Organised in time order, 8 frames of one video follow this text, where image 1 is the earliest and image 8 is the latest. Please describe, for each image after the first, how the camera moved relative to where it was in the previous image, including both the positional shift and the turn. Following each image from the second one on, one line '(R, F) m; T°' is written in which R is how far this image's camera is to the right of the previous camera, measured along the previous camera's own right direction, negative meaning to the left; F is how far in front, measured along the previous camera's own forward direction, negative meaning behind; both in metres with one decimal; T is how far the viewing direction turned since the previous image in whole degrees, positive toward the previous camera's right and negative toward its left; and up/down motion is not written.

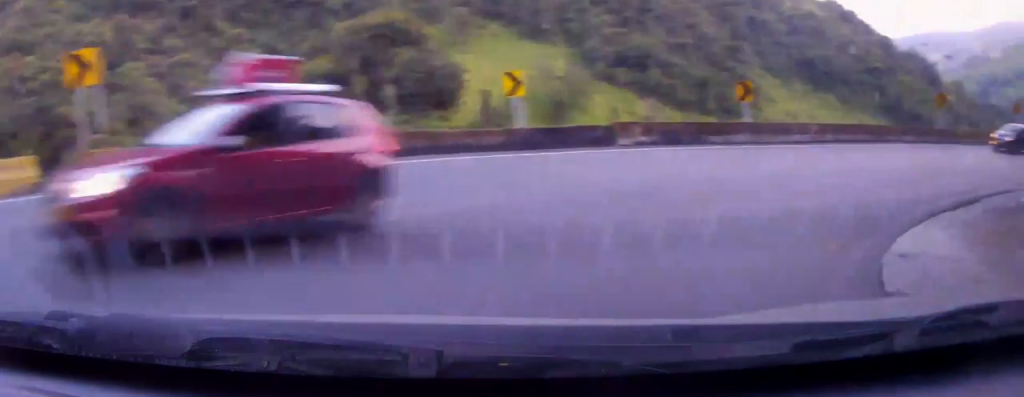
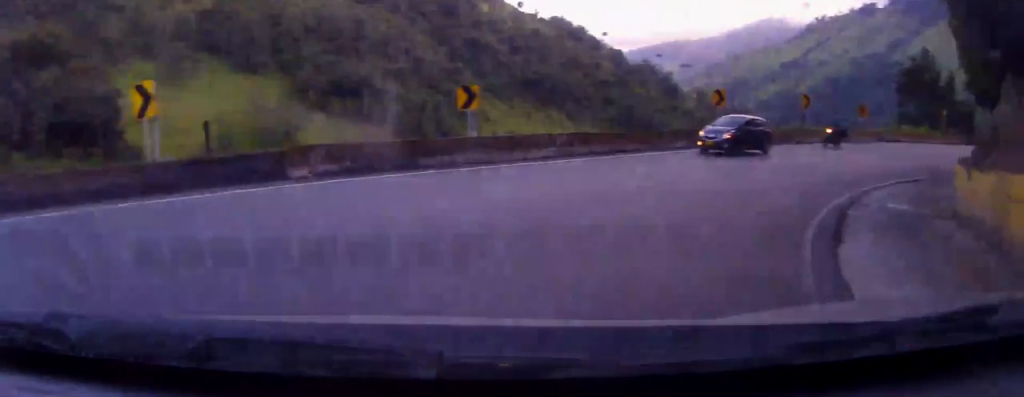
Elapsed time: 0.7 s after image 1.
(+1.0, +5.3) m; +18°
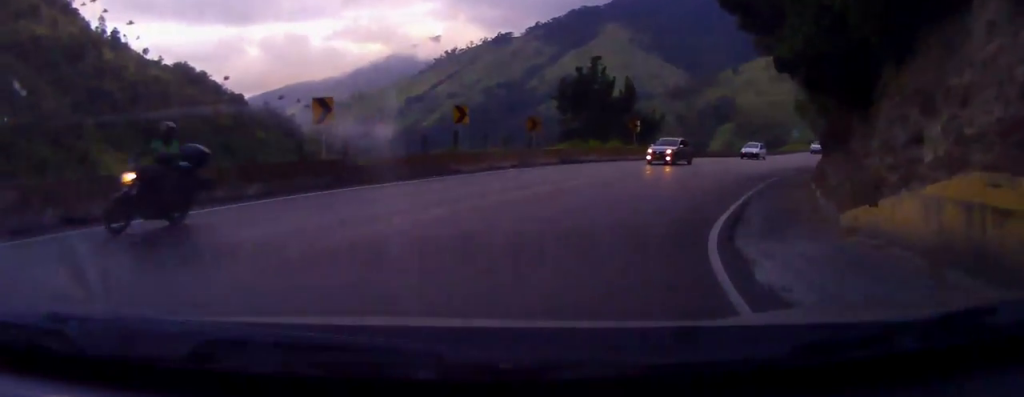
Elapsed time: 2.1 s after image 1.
(+2.7, +11.3) m; +18°
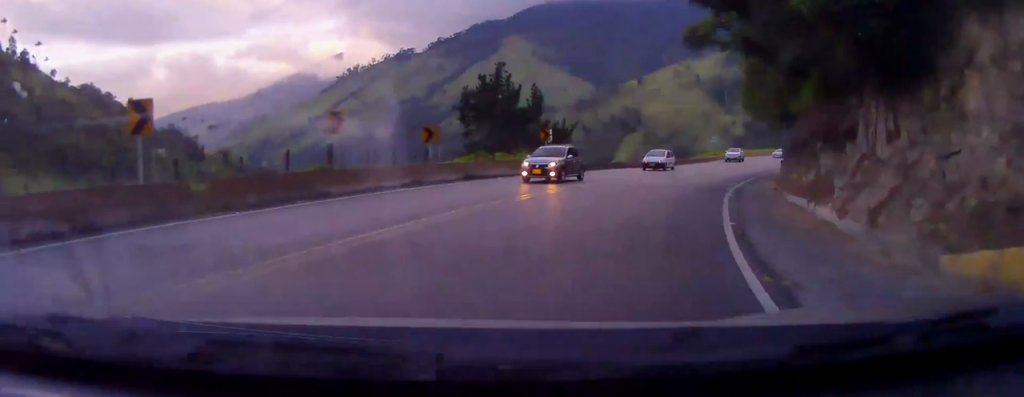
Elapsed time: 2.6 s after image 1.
(+0.1, +4.5) m; +4°
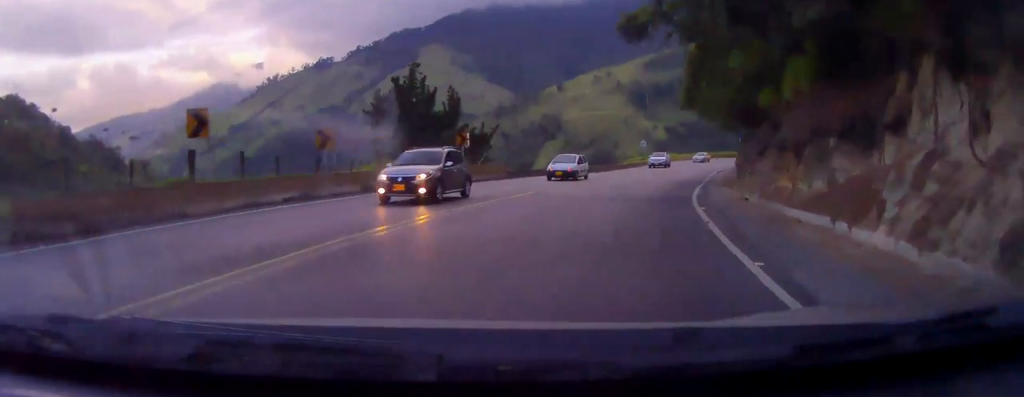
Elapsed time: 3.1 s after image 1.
(-0.1, +3.2) m; +3°
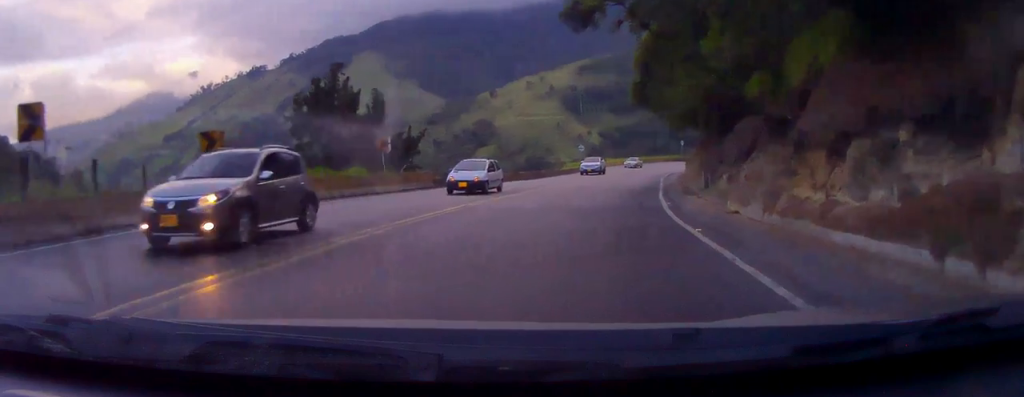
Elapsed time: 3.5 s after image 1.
(+0.1, +3.5) m; +4°
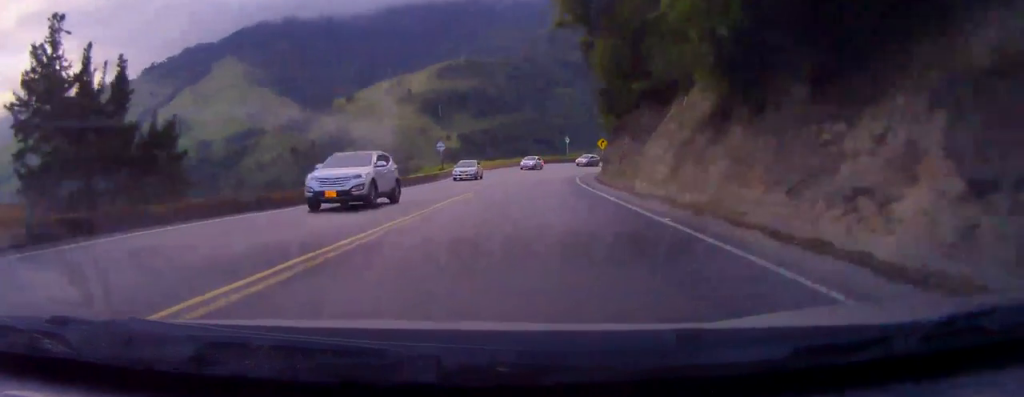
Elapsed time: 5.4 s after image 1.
(+4.1, +23.3) m; +16°
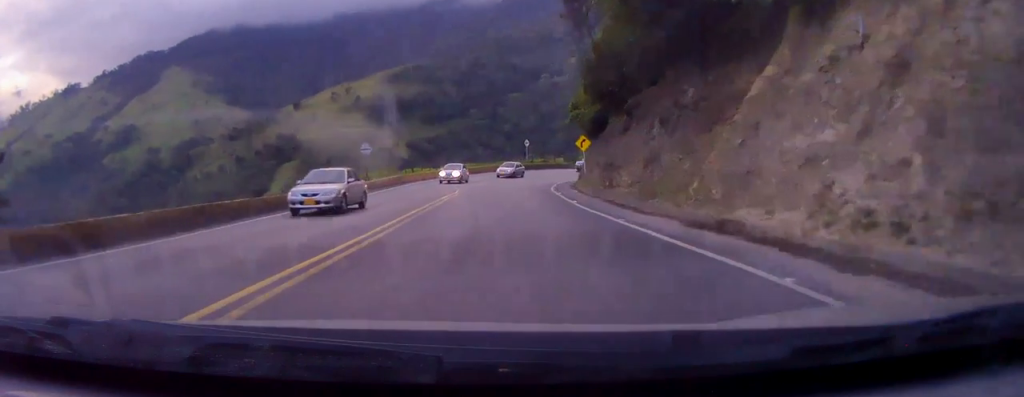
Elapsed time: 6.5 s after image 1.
(+0.8, +16.8) m; +7°
